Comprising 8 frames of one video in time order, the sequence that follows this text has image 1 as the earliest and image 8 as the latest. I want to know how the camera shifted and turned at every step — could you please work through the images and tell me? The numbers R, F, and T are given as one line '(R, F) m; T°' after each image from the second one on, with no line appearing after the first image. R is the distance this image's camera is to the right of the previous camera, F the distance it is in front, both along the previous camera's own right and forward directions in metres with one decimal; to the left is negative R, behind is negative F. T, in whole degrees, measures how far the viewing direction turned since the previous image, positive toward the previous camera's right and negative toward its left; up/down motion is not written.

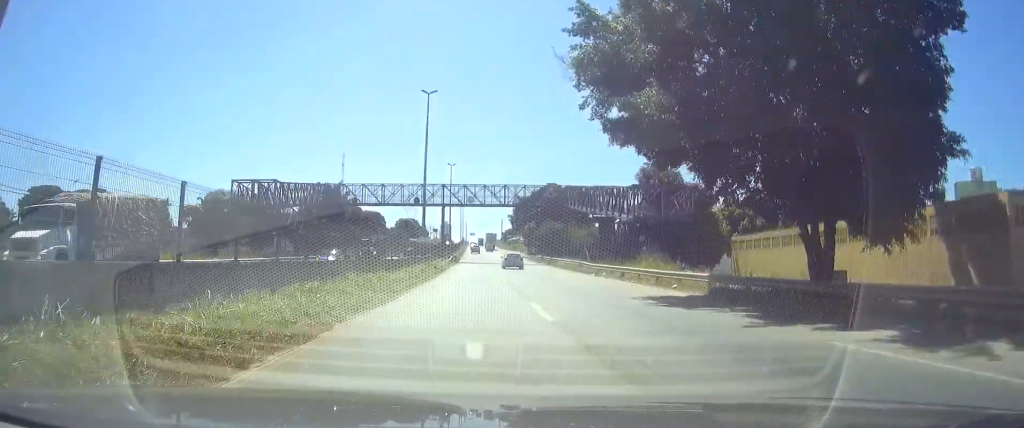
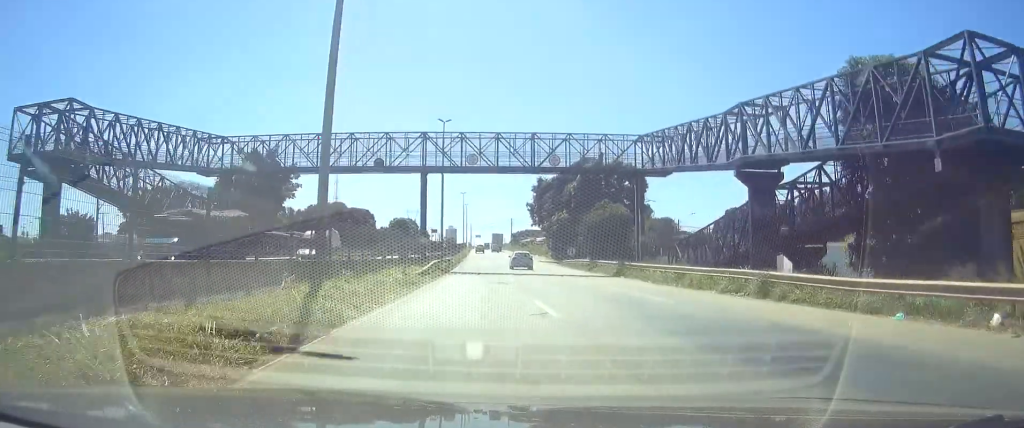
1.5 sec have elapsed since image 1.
(-0.1, +36.4) m; 0°
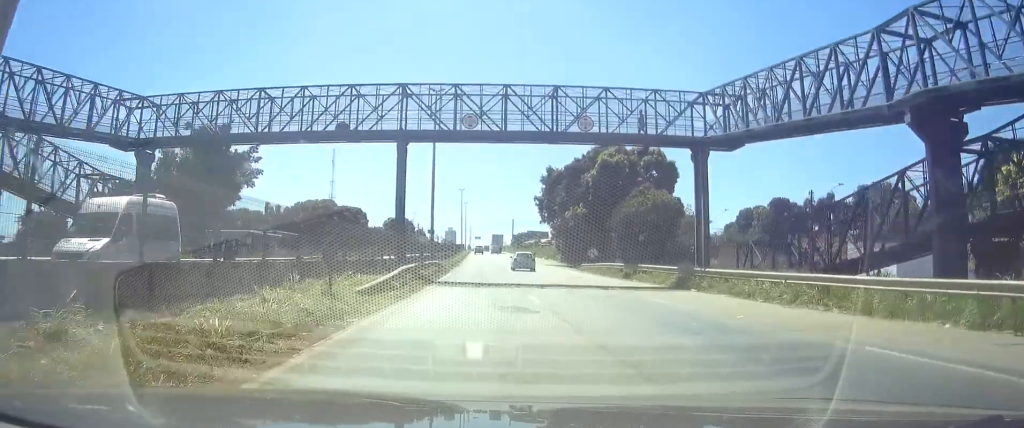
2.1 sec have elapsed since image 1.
(0.0, +13.9) m; 0°
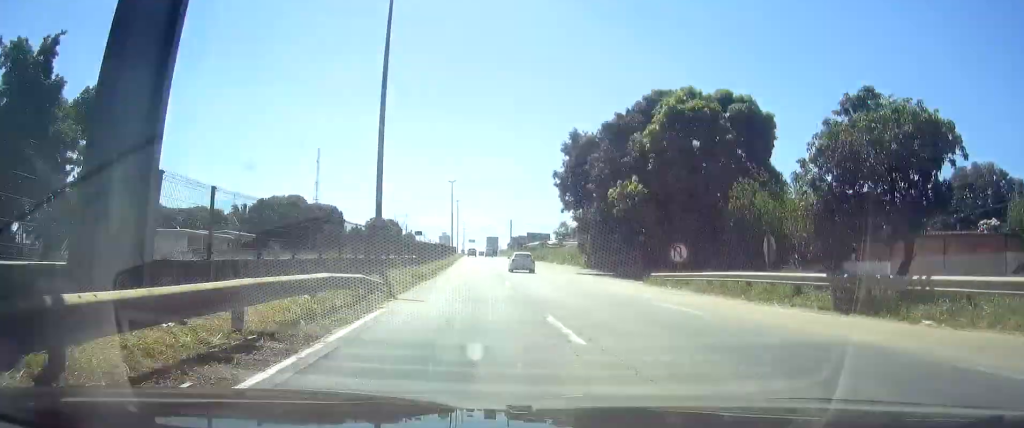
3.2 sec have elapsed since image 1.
(-0.2, +27.0) m; -1°
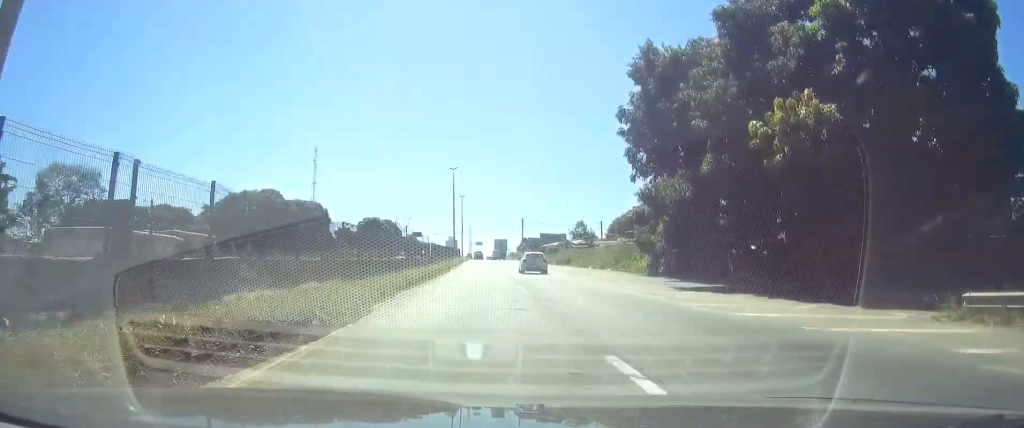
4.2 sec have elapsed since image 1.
(0.0, +24.3) m; 0°
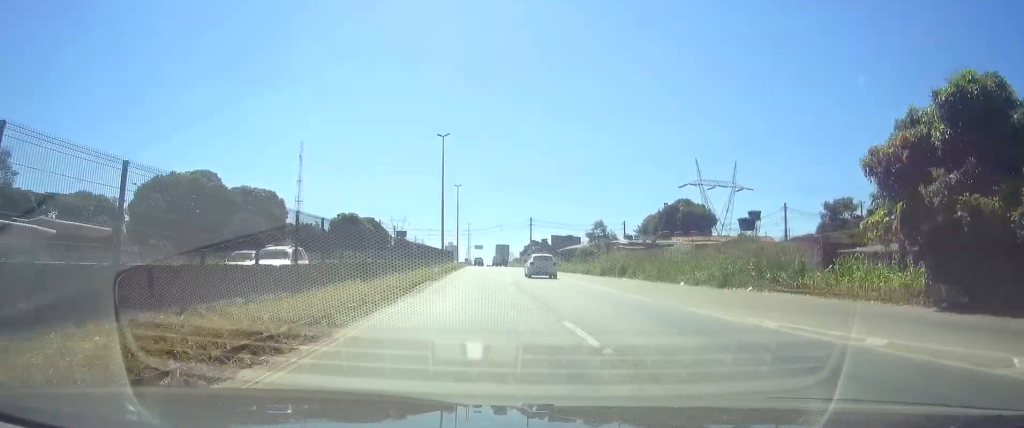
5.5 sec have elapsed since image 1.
(0.0, +33.0) m; 0°
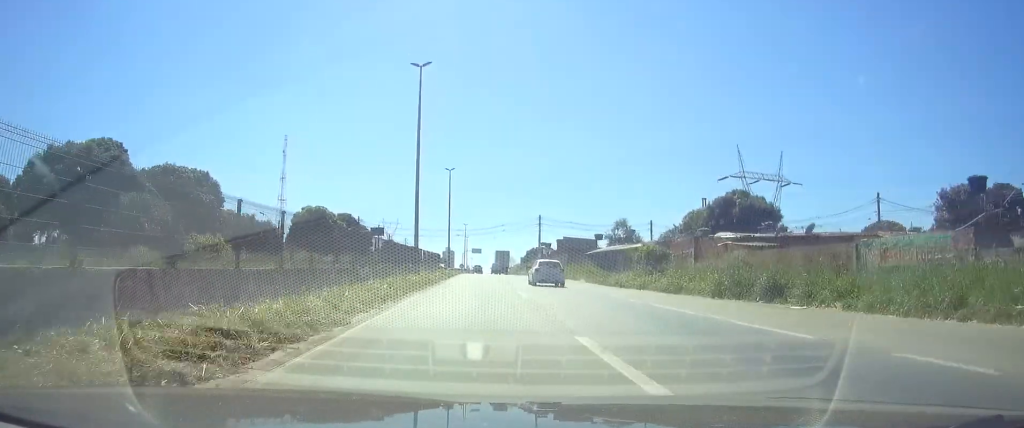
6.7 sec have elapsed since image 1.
(+0.1, +29.0) m; 0°
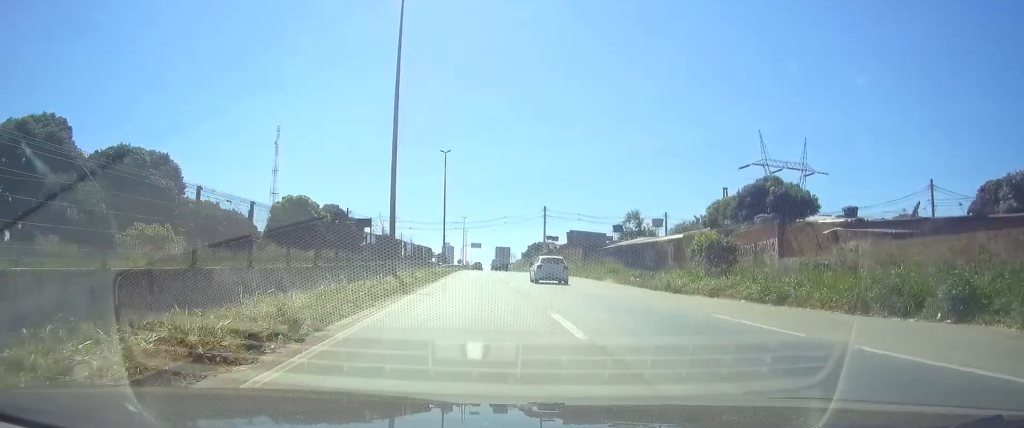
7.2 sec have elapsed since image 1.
(+0.1, +12.1) m; 0°
